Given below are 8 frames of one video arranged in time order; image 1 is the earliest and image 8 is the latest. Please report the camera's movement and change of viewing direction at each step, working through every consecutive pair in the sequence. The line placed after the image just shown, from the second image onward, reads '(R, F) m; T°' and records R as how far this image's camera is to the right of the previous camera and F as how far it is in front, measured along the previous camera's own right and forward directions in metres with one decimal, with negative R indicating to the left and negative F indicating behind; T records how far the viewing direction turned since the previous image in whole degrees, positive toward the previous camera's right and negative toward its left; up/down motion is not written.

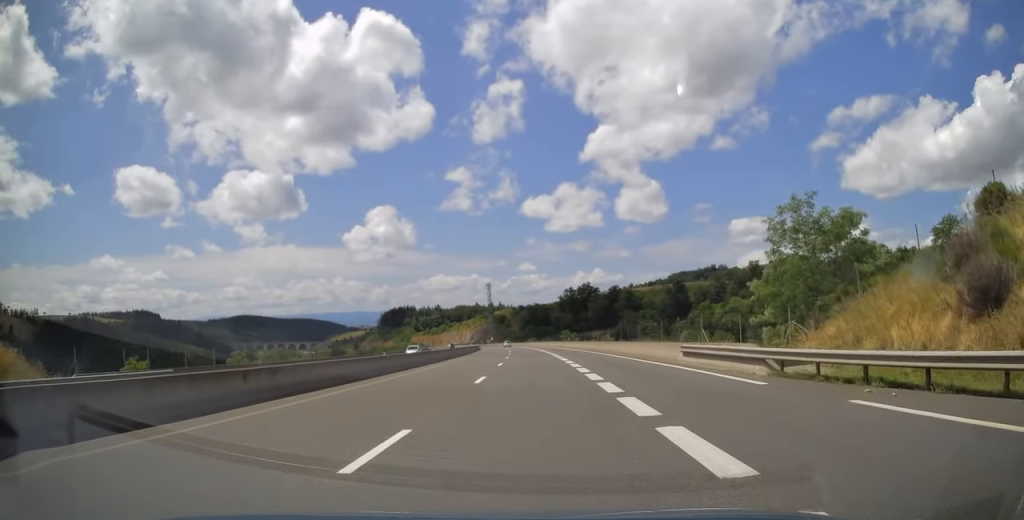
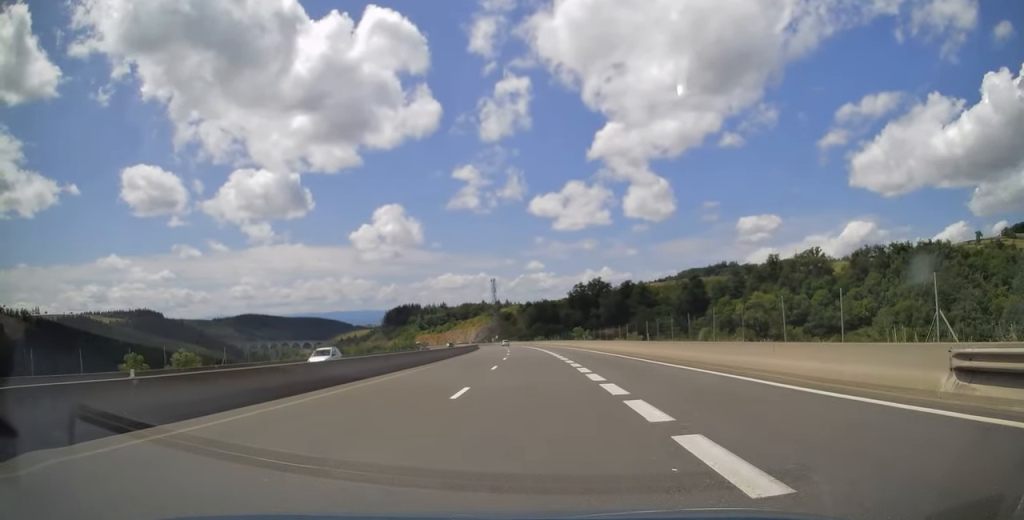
(0.0, +18.2) m; 0°
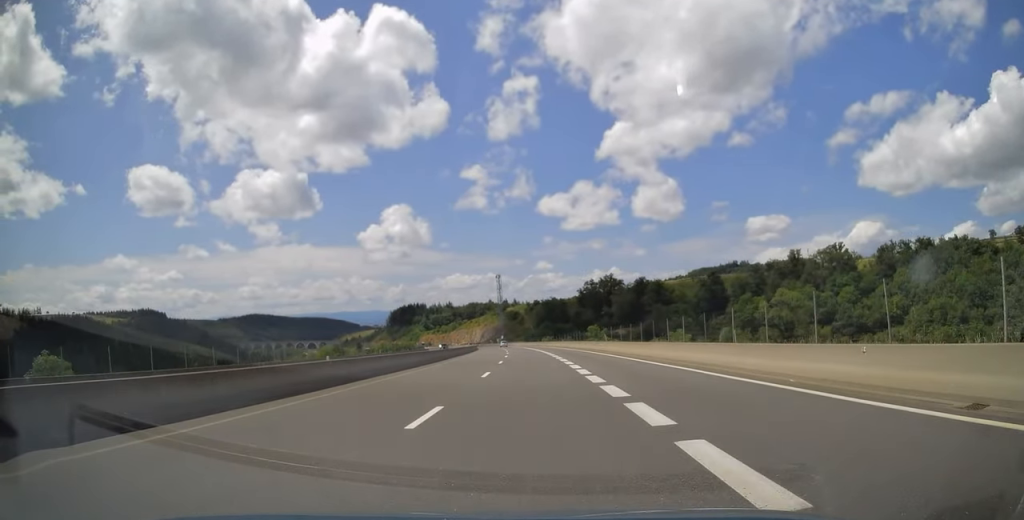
(0.0, +17.7) m; -1°
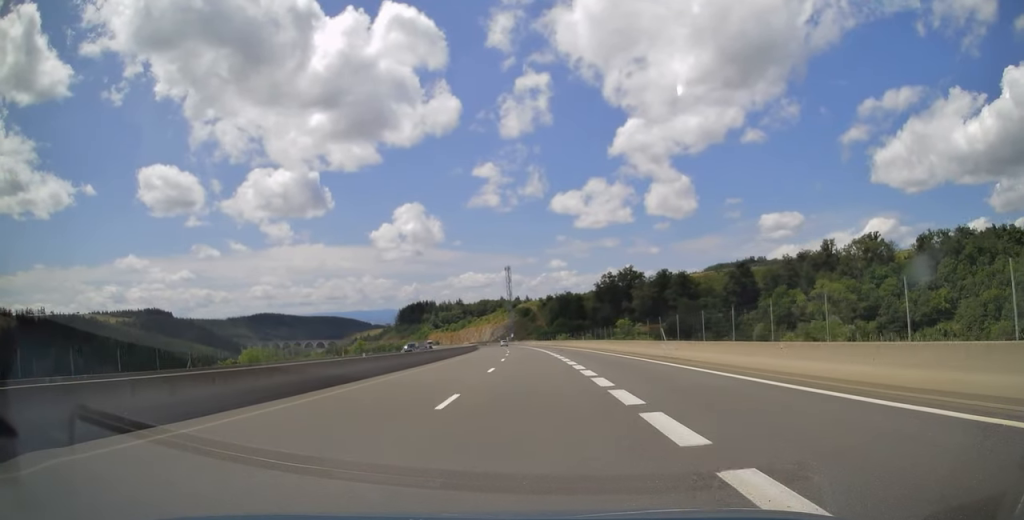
(-0.3, +23.4) m; -1°
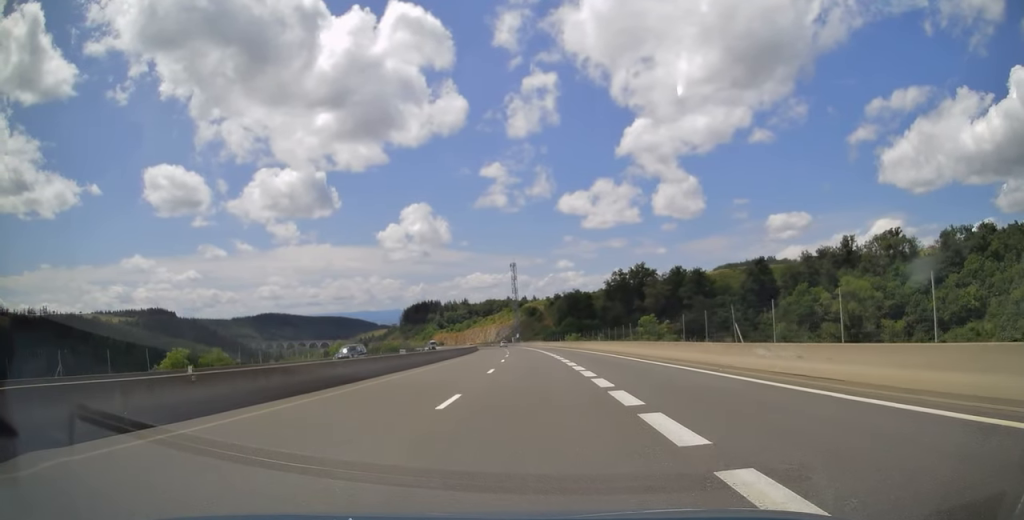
(-0.1, +13.0) m; -1°
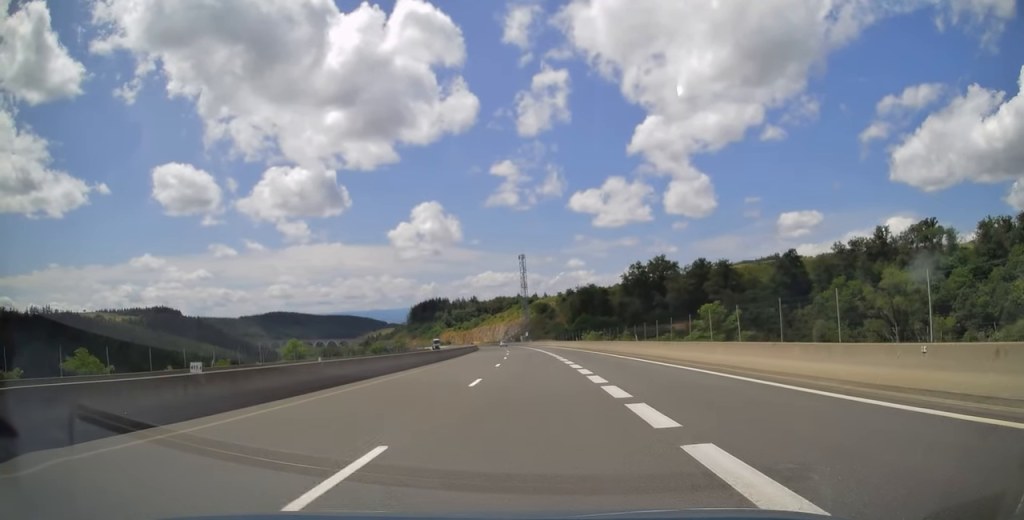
(-0.1, +20.3) m; -1°
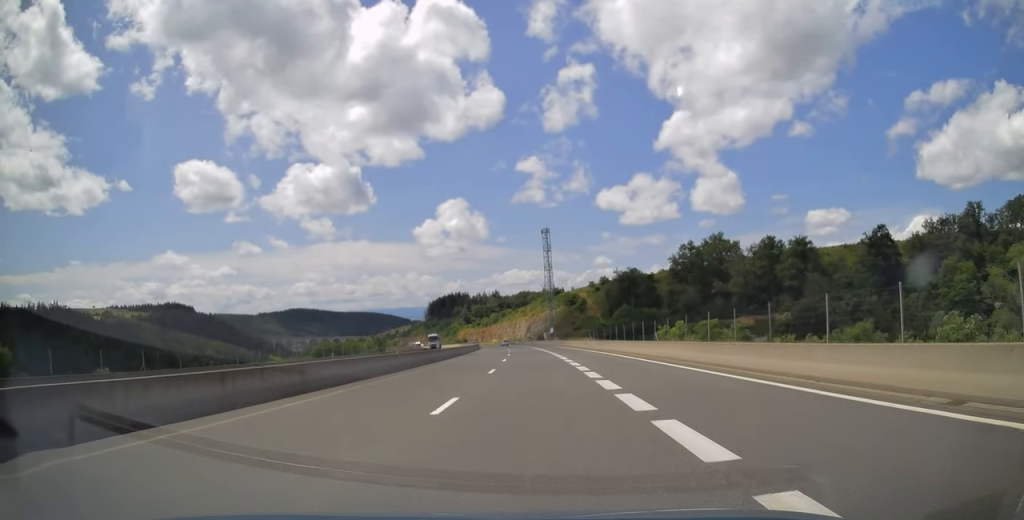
(-1.4, +45.6) m; -3°
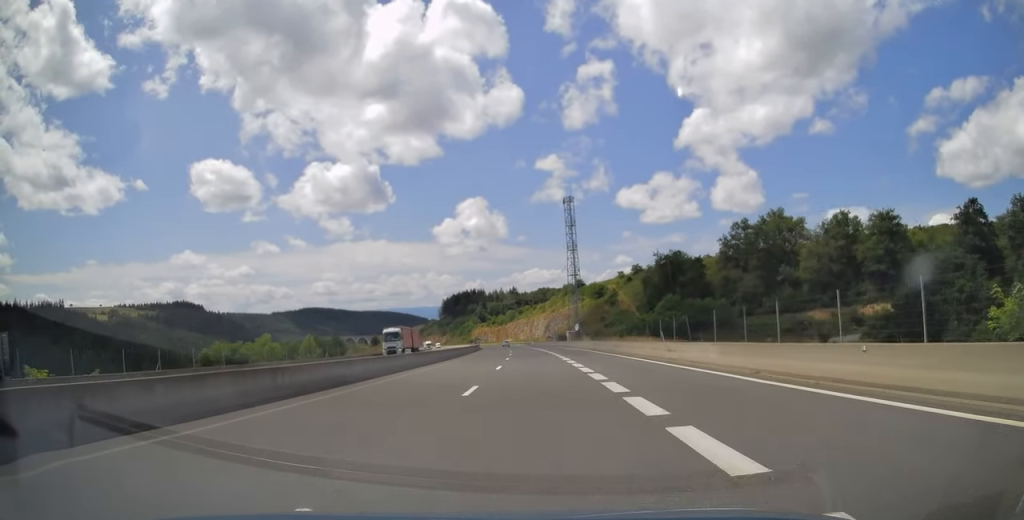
(-0.7, +35.3) m; -2°
